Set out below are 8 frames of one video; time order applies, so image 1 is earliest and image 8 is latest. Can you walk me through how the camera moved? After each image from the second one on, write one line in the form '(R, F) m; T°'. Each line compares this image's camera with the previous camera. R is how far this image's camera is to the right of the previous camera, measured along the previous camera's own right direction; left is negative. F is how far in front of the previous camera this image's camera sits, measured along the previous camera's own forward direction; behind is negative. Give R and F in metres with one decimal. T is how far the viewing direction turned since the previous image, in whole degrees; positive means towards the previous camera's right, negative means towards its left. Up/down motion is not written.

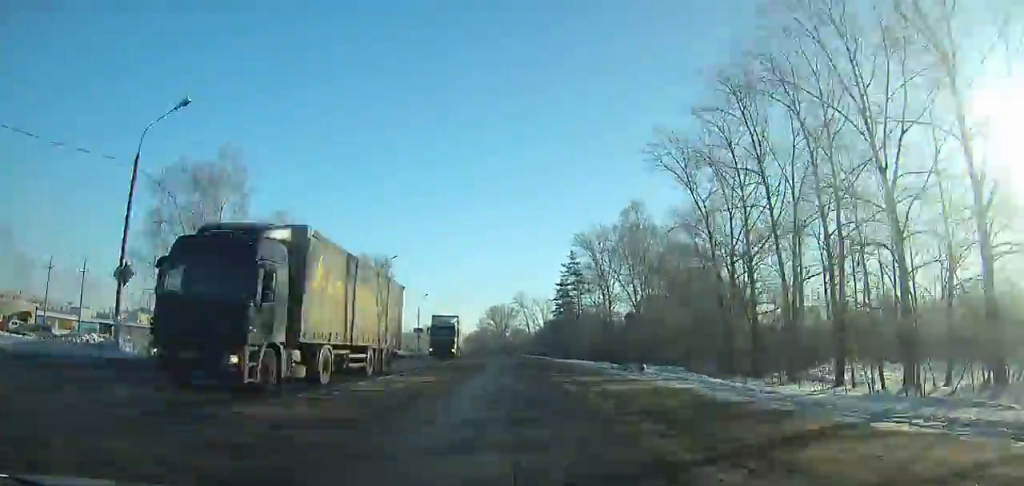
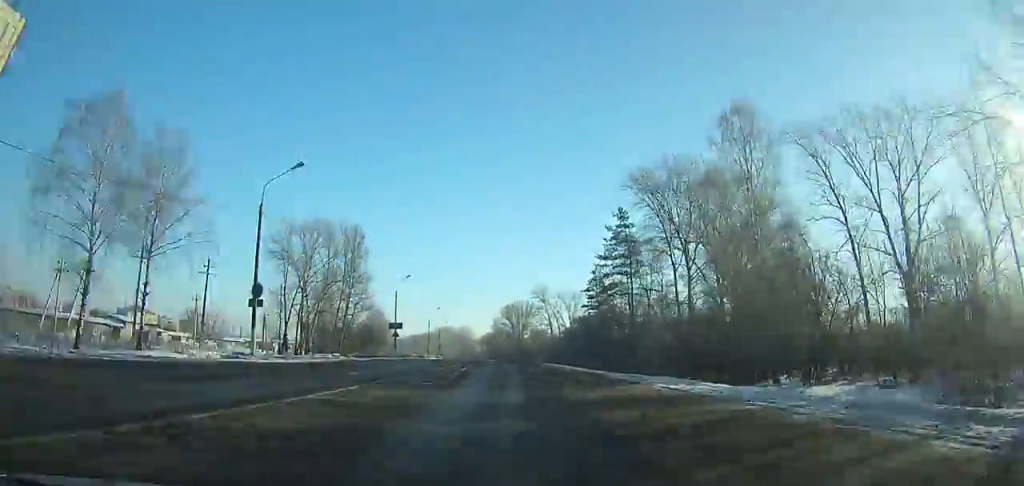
(-0.9, +35.0) m; -1°
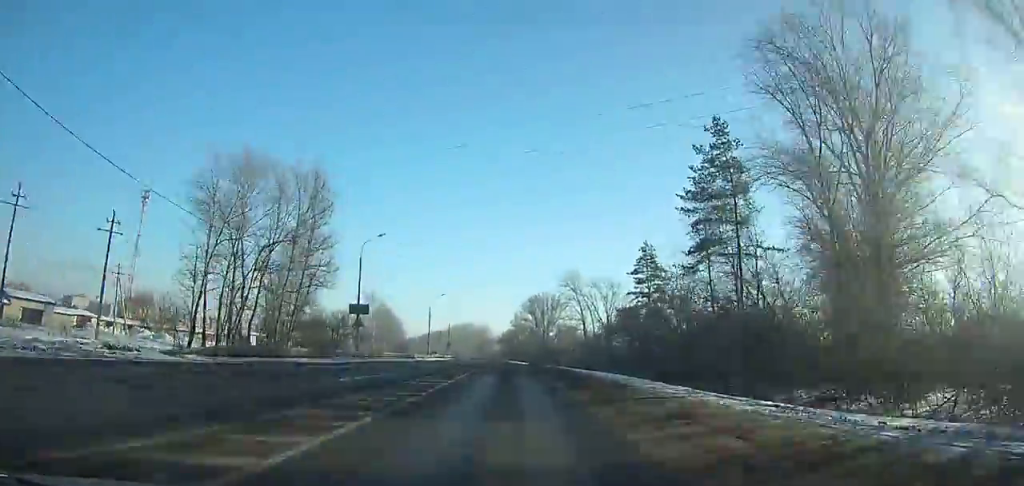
(-0.1, +28.3) m; -1°
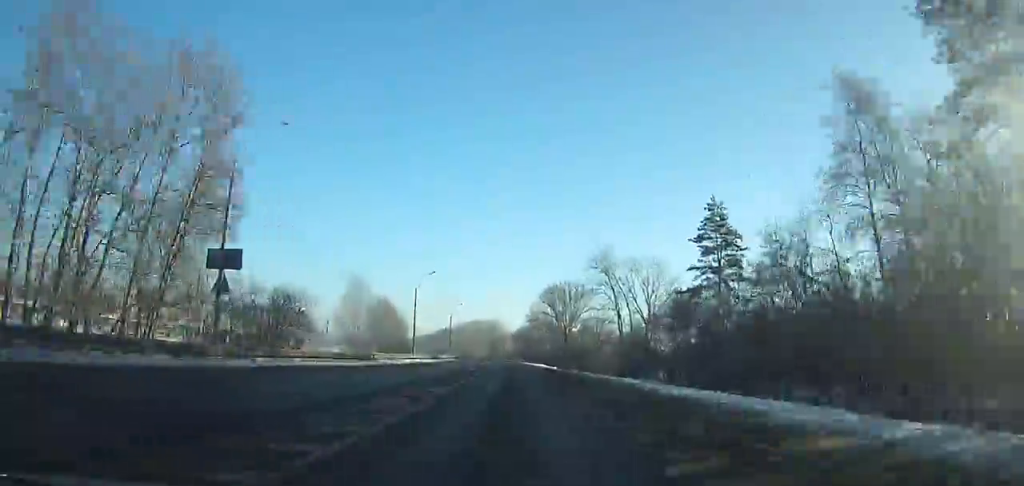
(+0.4, +26.5) m; -1°
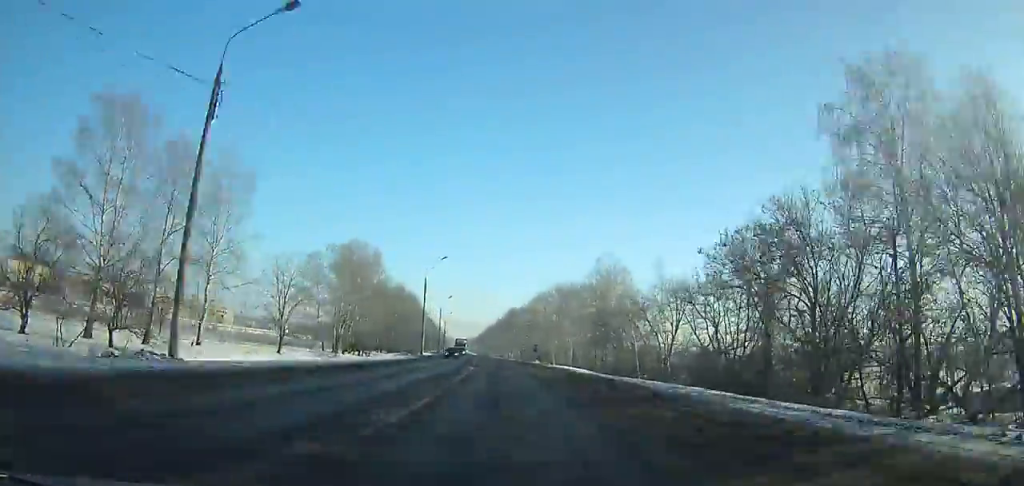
(-13.7, +154.5) m; -10°
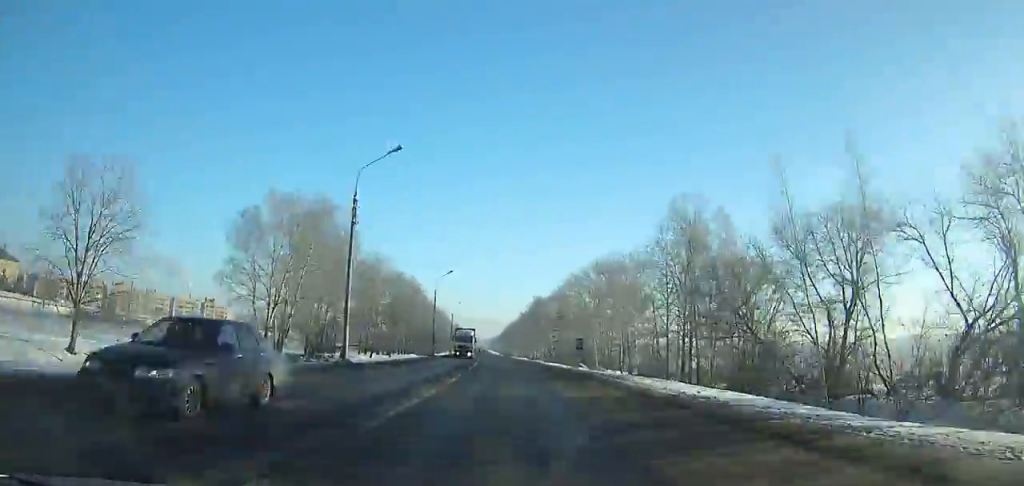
(-0.6, +36.5) m; -2°
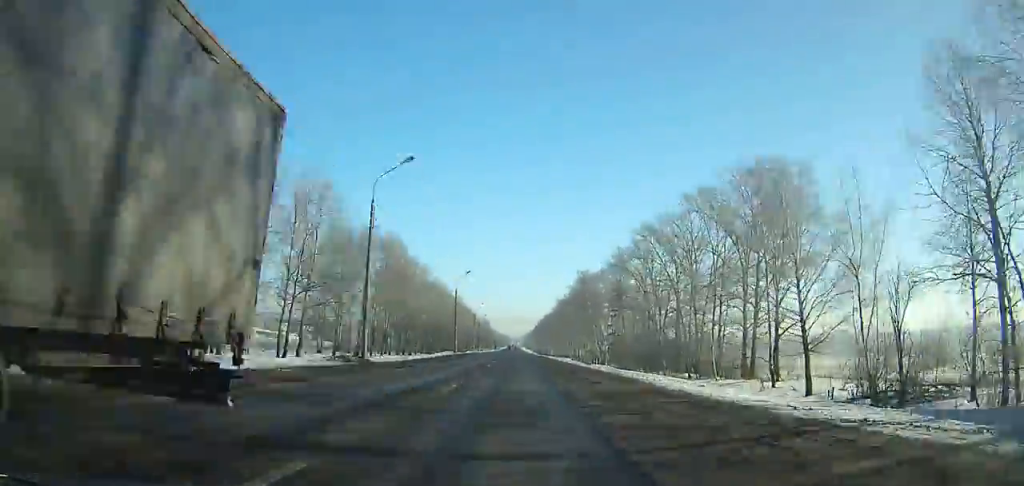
(-1.4, +47.4) m; -1°
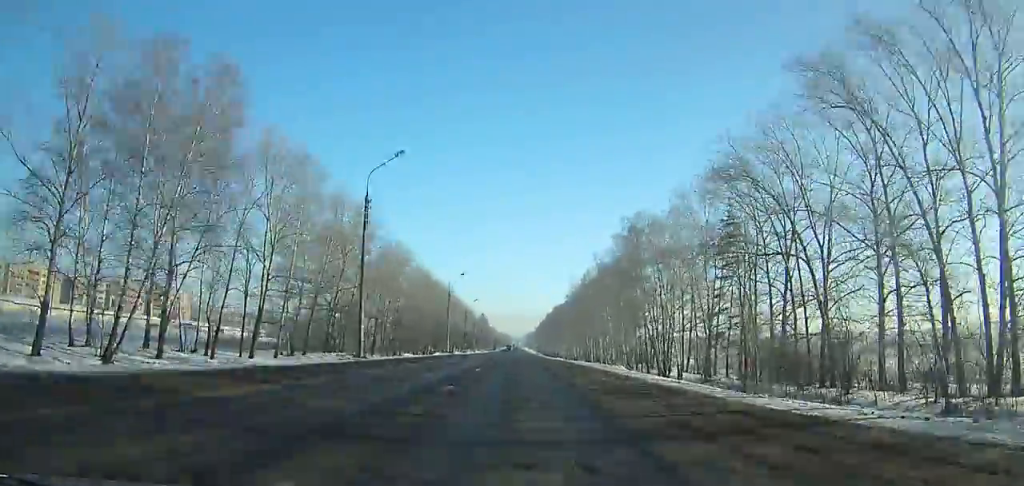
(-0.1, +50.4) m; 0°
